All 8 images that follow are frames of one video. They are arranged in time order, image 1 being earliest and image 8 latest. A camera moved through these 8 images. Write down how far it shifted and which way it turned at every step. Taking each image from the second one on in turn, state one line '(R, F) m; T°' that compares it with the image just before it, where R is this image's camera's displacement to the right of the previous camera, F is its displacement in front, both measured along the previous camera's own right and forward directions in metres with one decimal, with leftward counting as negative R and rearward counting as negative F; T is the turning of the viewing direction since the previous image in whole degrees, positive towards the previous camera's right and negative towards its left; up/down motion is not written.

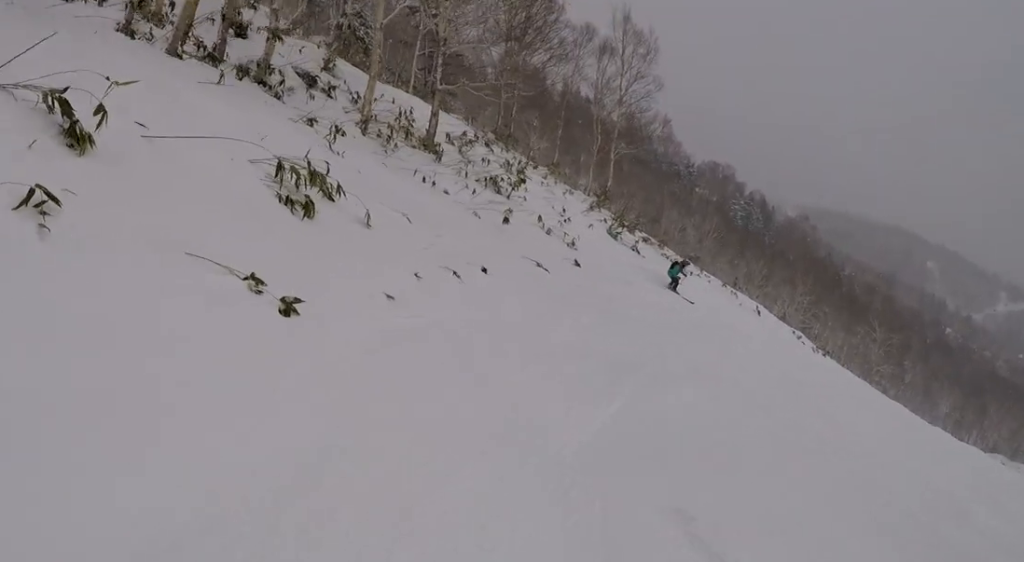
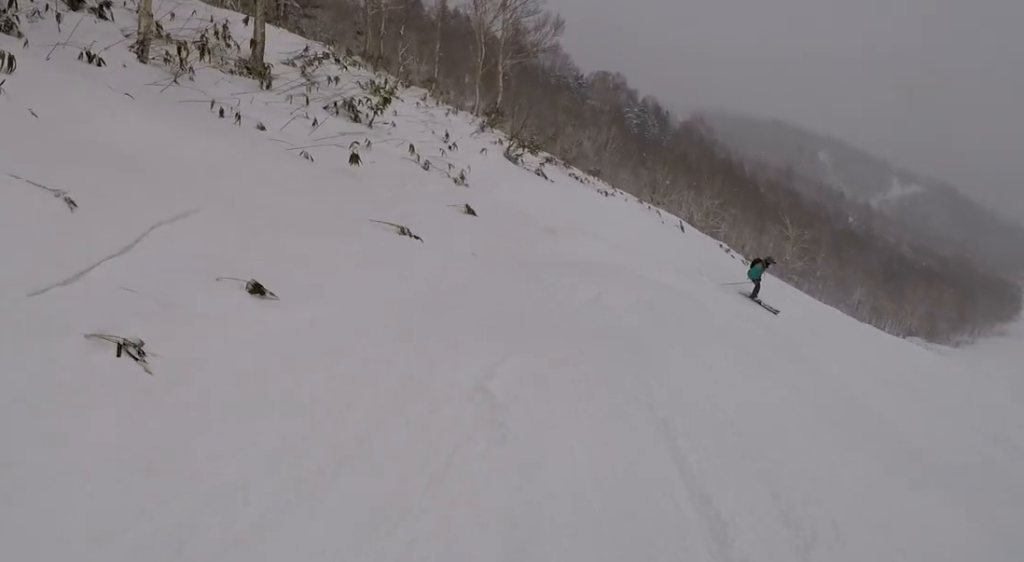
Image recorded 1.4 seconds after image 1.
(-0.3, +6.2) m; +16°
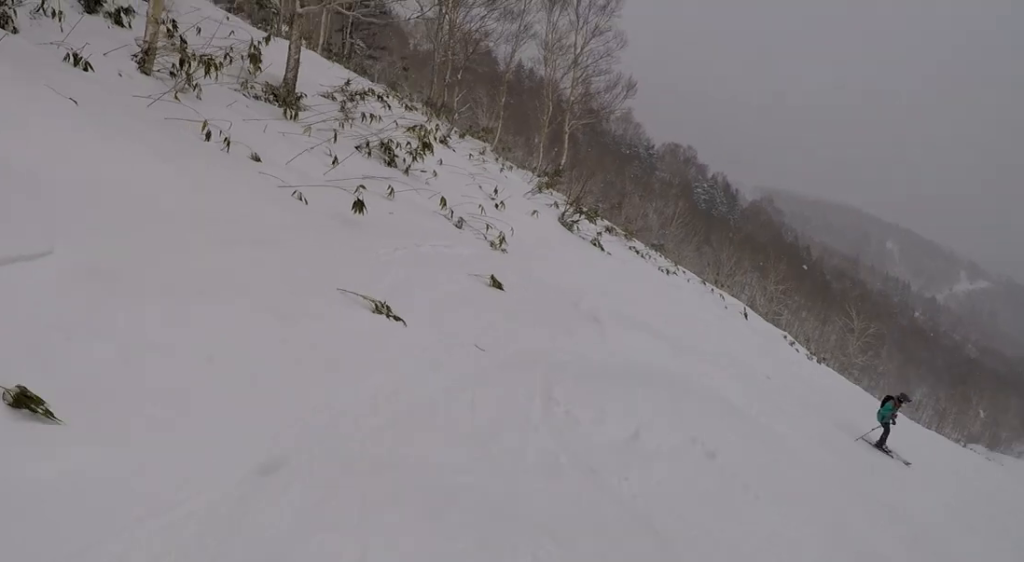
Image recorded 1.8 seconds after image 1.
(+0.5, +2.2) m; -2°
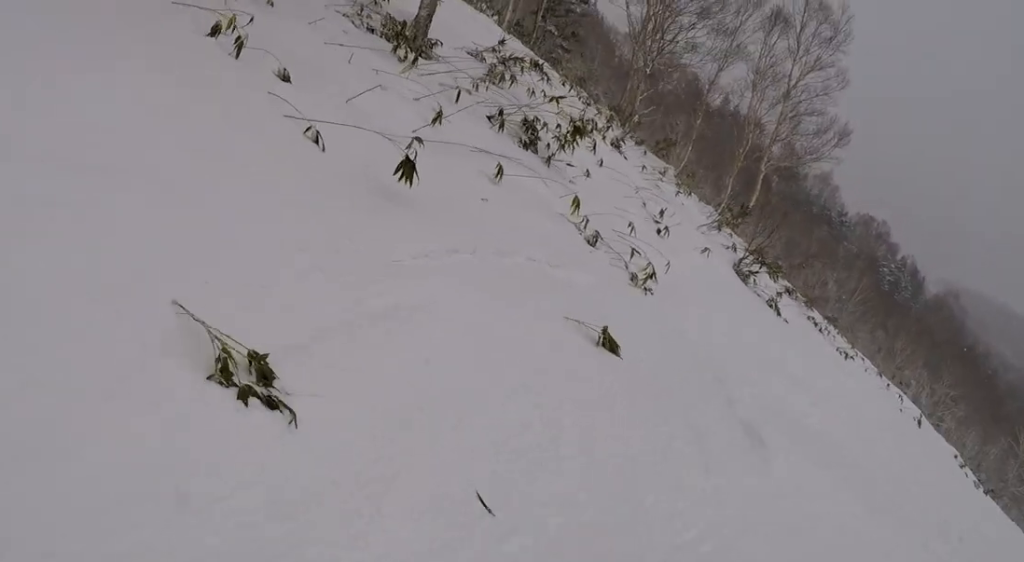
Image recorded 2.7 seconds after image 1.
(+0.3, +3.5) m; -8°
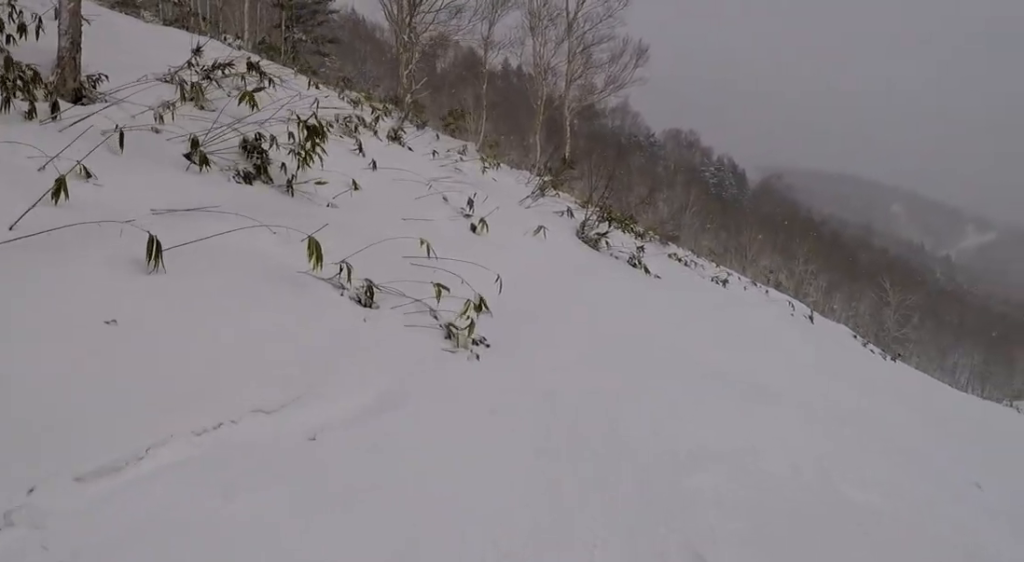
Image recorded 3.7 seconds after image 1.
(-1.2, +4.4) m; -2°
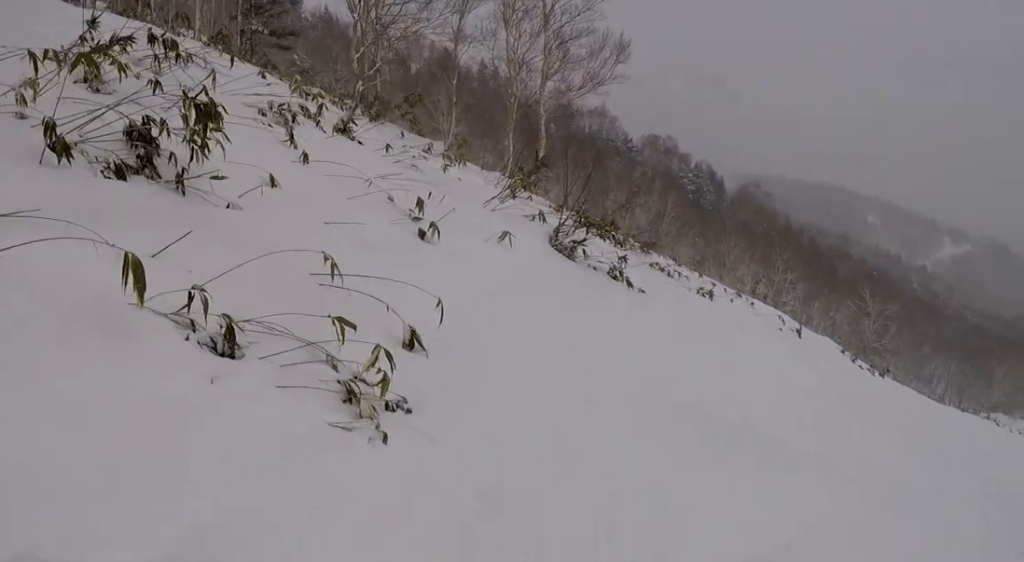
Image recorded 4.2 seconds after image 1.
(-0.4, +1.9) m; +19°
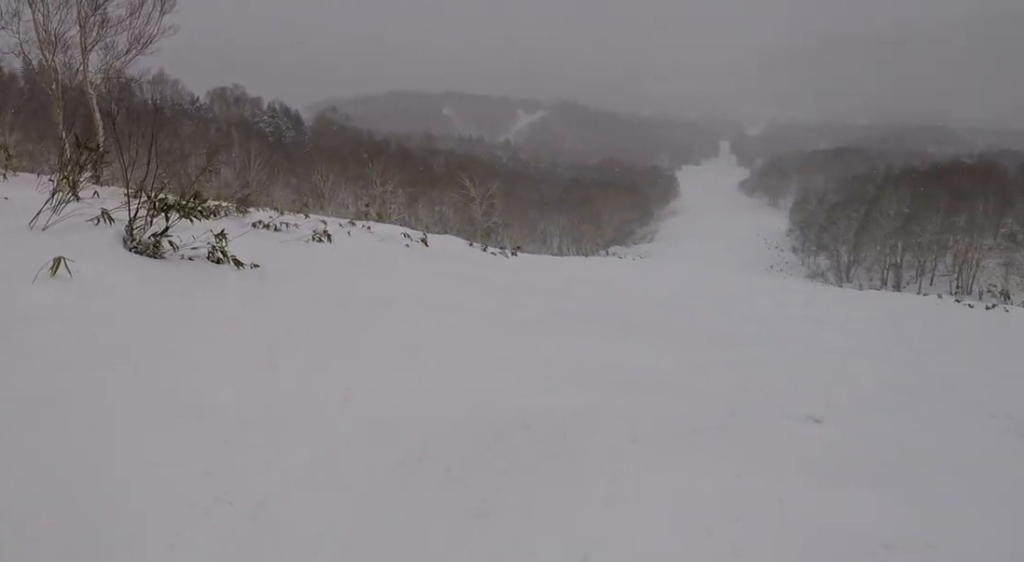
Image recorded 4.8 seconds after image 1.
(+0.9, +2.3) m; +27°
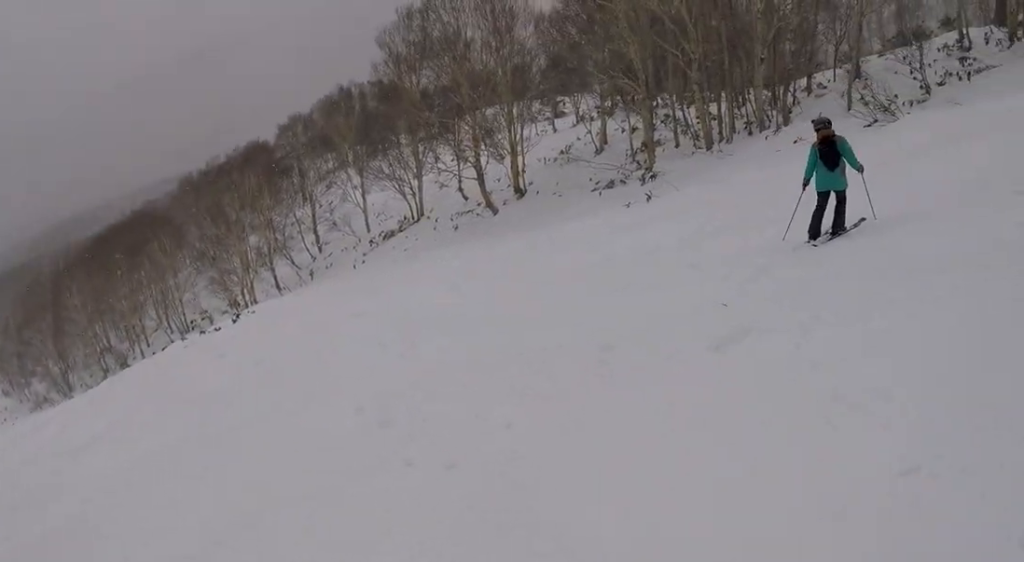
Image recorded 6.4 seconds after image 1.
(+3.2, +6.2) m; +71°
